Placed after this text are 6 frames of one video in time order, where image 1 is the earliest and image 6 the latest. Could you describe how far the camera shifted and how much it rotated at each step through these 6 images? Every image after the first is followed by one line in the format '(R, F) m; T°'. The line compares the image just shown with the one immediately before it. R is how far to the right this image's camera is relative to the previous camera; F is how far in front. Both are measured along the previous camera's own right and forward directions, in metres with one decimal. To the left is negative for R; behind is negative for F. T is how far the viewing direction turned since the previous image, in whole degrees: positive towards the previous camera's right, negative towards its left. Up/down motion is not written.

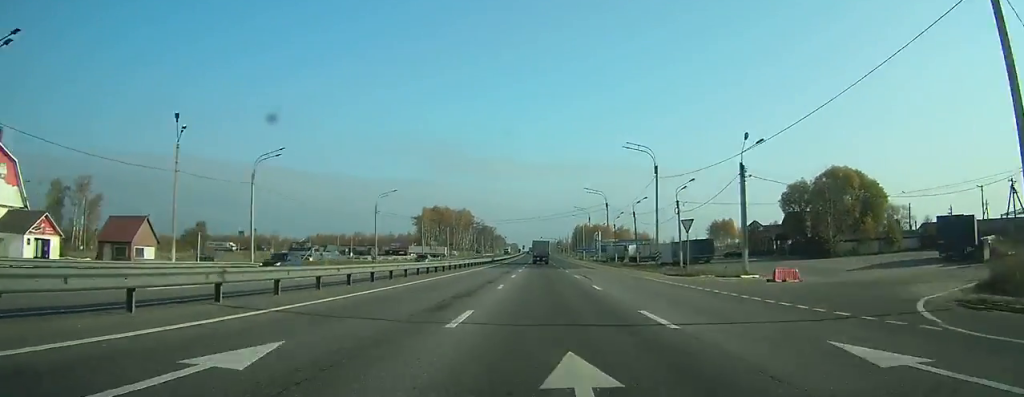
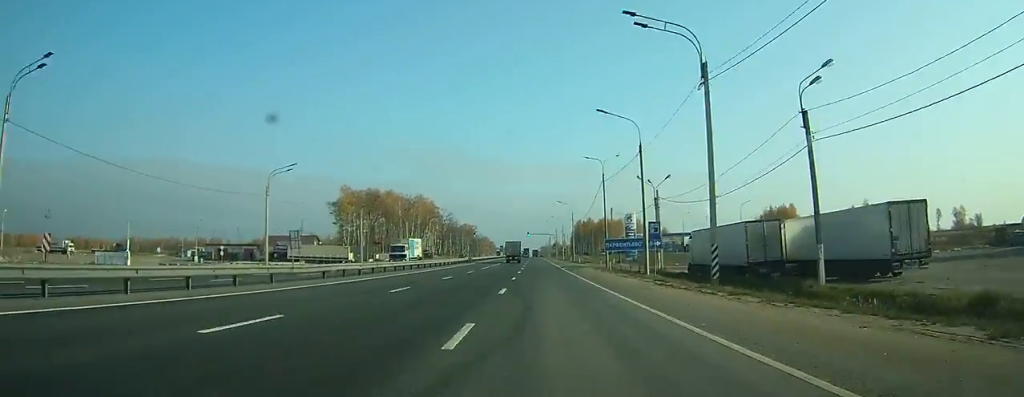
(+1.3, +98.7) m; 0°
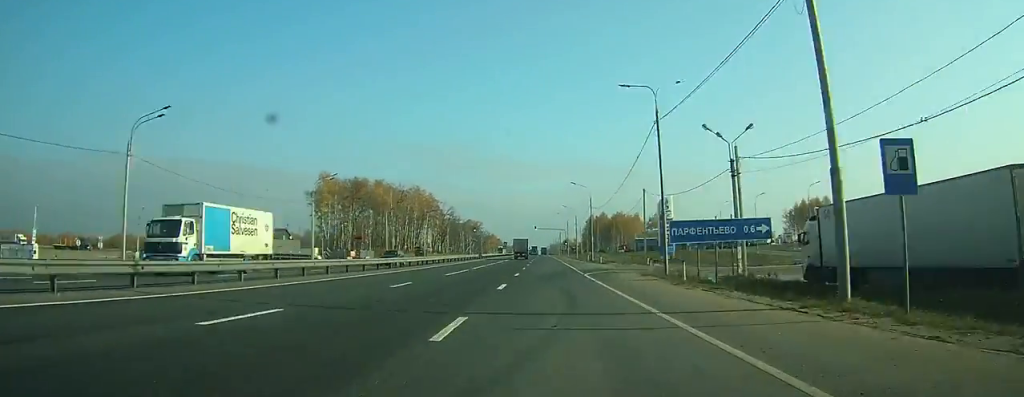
(-0.4, +22.9) m; -1°
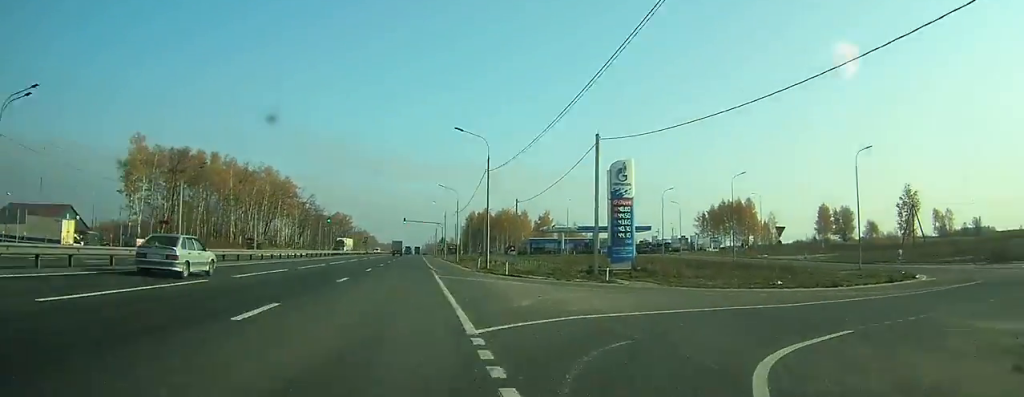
(+1.8, +42.2) m; +16°
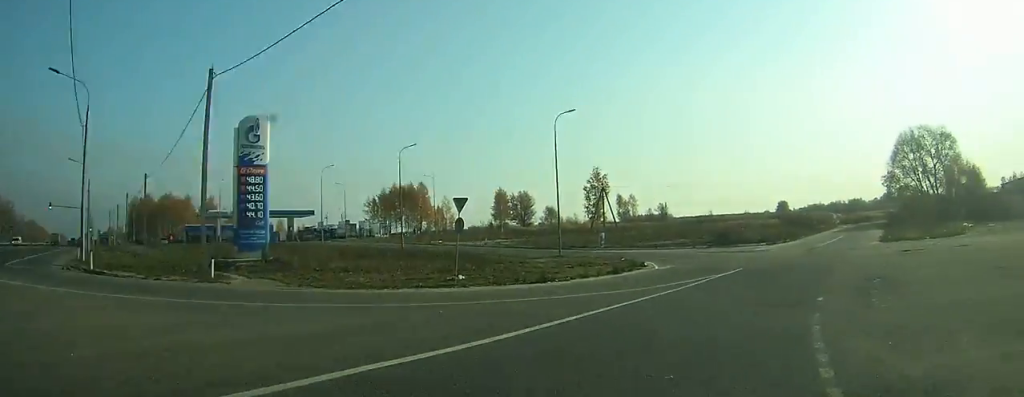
(+1.7, +14.6) m; +23°
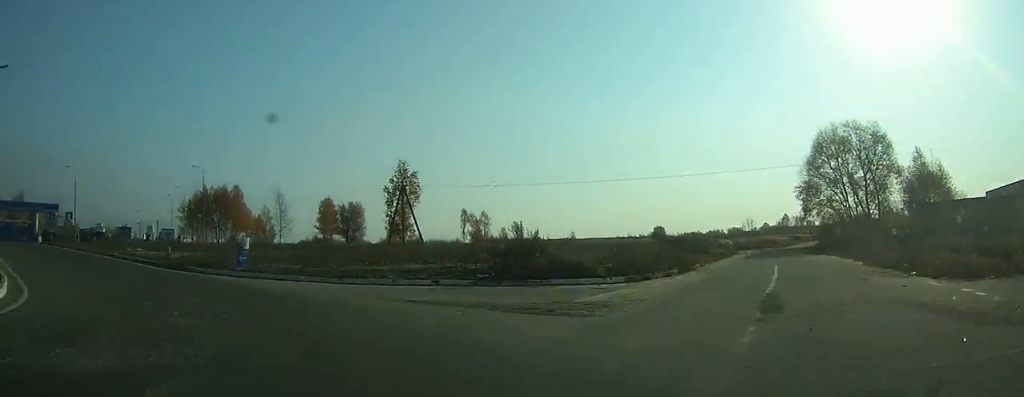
(+9.8, +25.6) m; +7°
